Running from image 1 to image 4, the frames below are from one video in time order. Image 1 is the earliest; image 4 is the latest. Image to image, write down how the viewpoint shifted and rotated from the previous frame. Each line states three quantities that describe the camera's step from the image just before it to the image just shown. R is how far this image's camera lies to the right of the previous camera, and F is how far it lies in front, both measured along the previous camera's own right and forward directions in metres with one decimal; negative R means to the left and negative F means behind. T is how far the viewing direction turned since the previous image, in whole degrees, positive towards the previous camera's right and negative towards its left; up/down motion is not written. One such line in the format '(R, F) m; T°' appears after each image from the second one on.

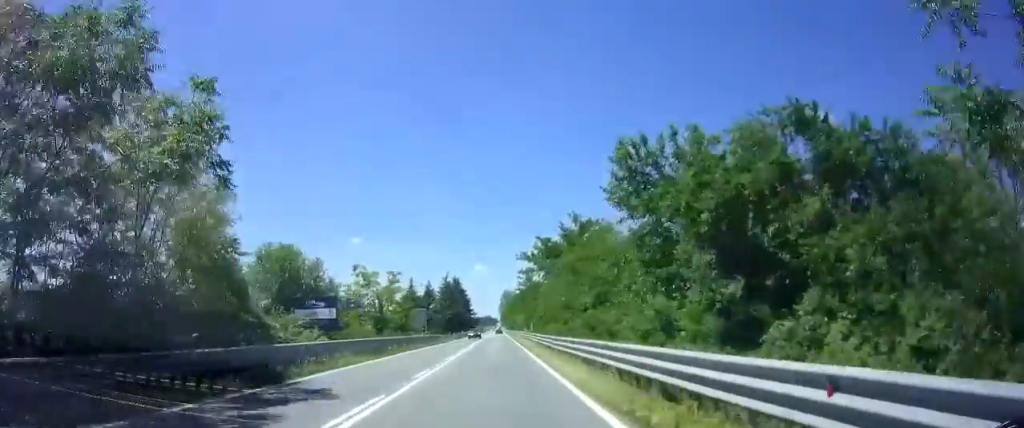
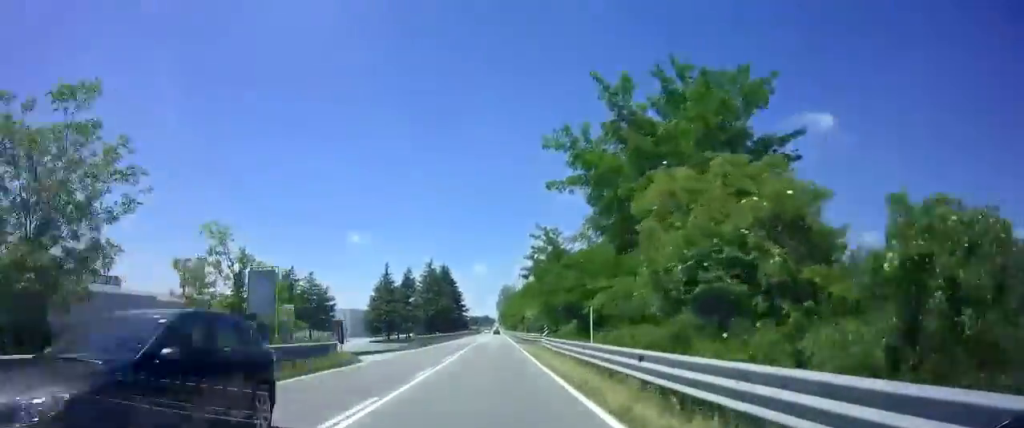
(-0.2, +35.3) m; -1°
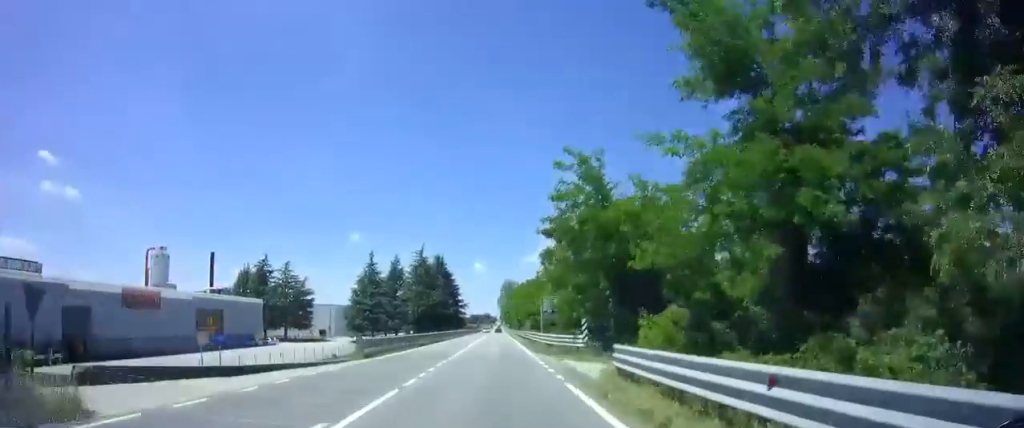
(-0.1, +18.4) m; +1°
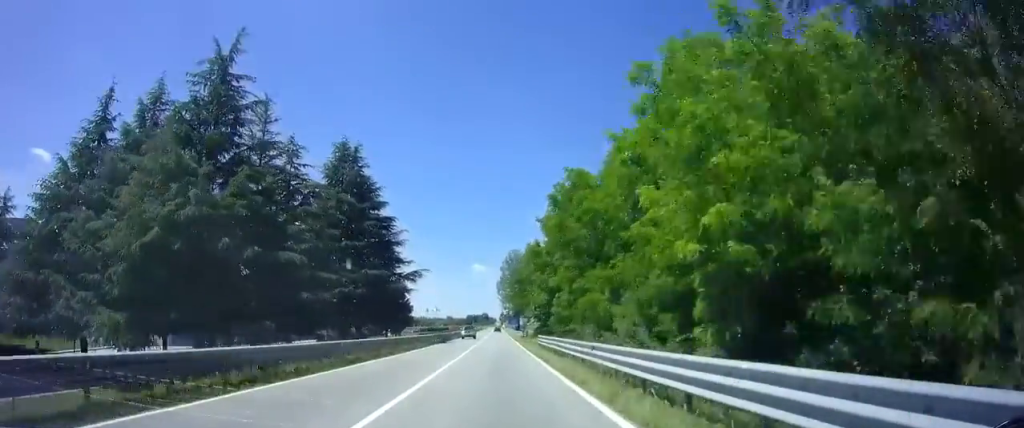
(-0.1, +85.3) m; 0°
